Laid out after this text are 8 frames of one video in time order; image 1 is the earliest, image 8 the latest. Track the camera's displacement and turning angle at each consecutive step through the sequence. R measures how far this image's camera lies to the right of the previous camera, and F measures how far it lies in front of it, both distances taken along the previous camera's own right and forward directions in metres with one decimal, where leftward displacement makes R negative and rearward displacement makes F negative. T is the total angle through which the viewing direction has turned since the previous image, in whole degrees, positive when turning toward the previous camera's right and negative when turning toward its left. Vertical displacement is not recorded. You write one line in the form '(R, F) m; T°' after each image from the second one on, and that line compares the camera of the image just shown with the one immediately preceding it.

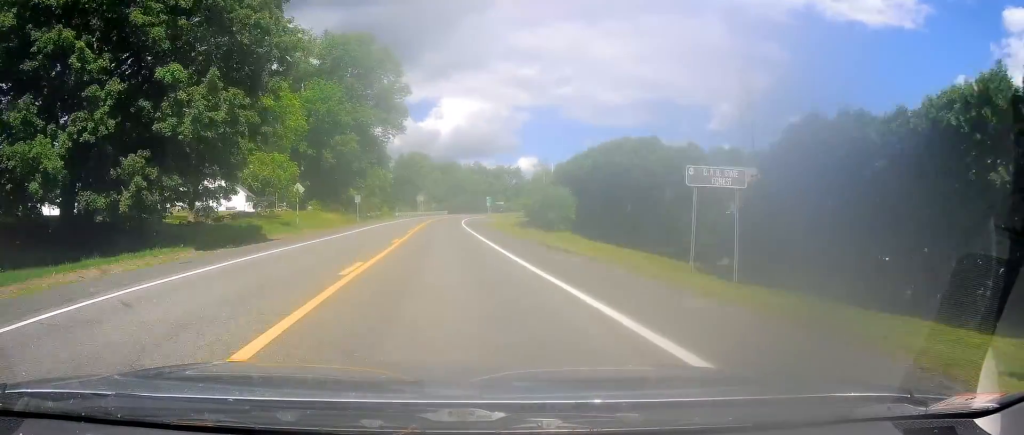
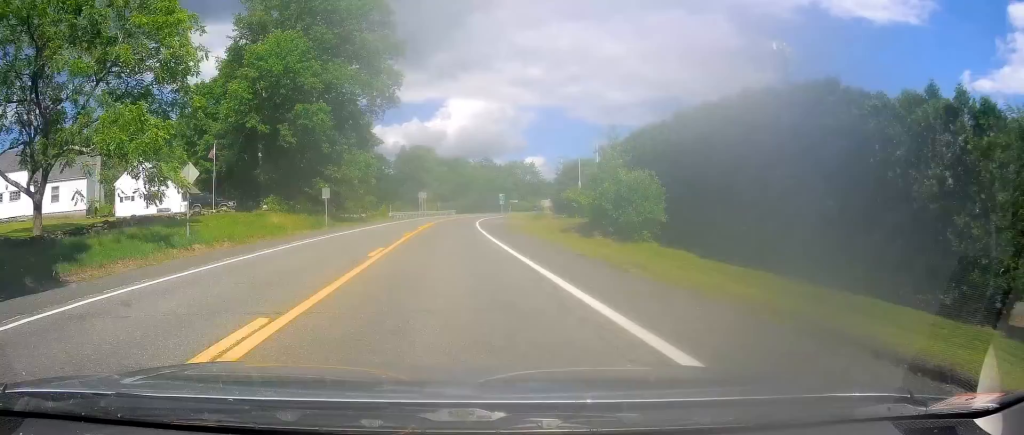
(-0.1, +20.6) m; 0°
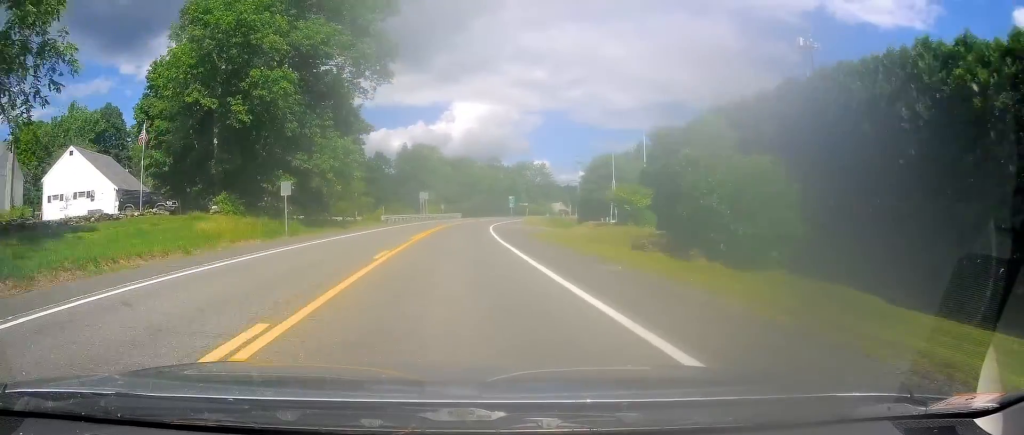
(0.0, +12.2) m; -1°
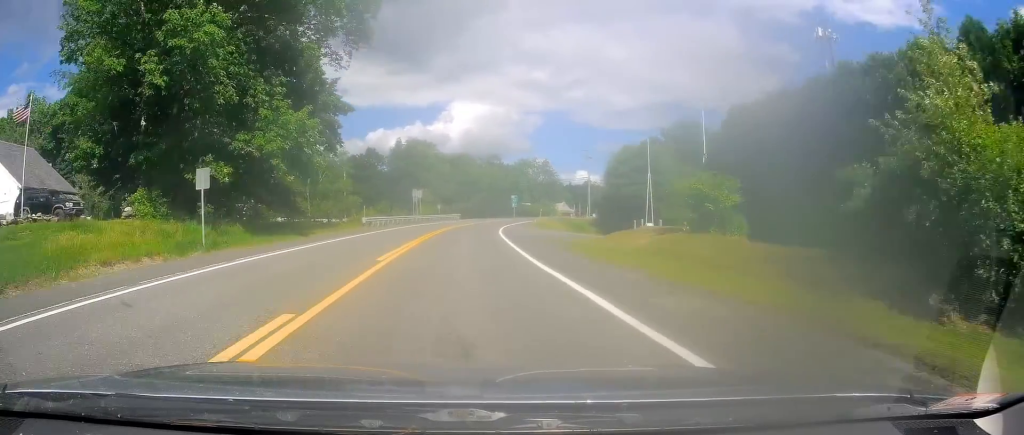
(-0.1, +12.1) m; 0°
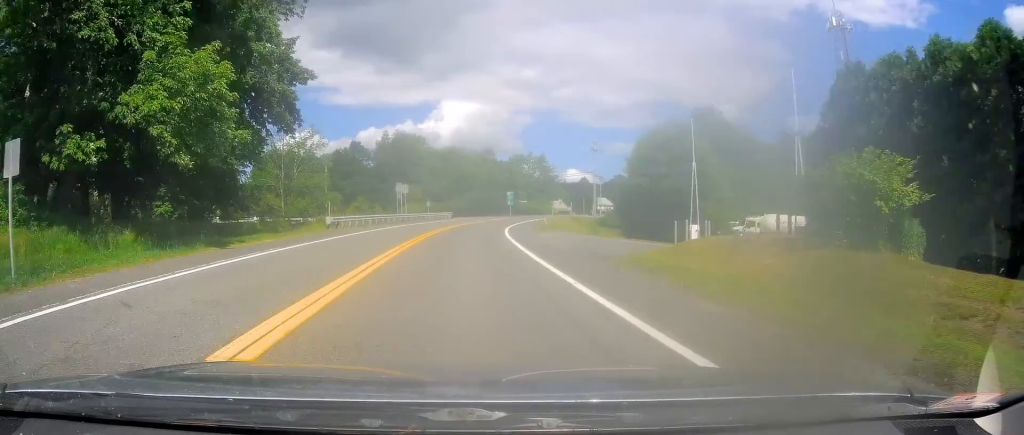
(-0.4, +10.8) m; +1°
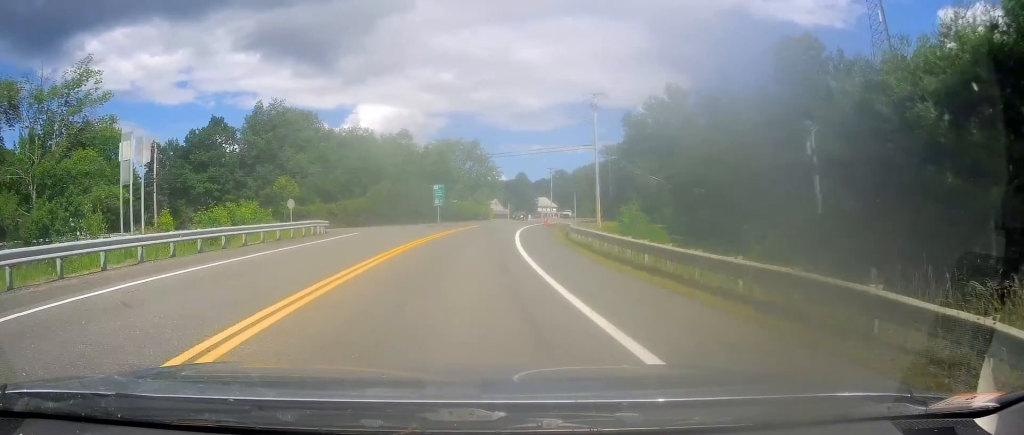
(+2.6, +43.3) m; +6°
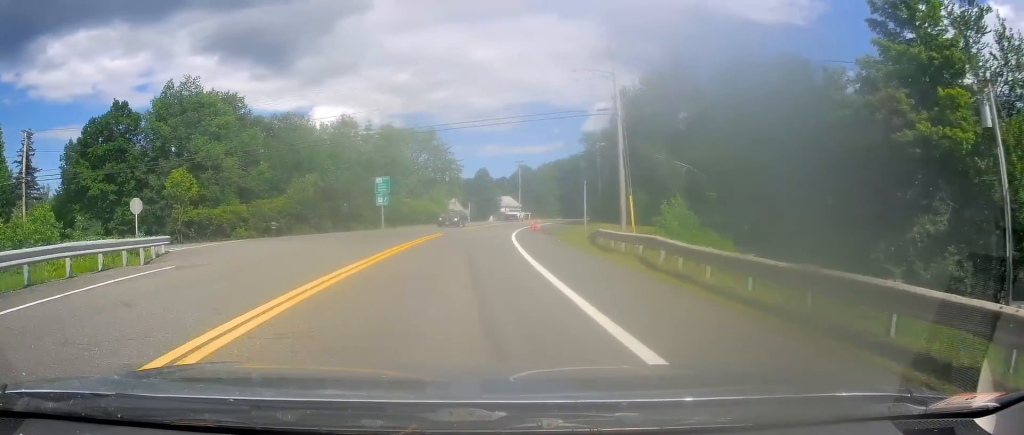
(+1.0, +20.2) m; +7°
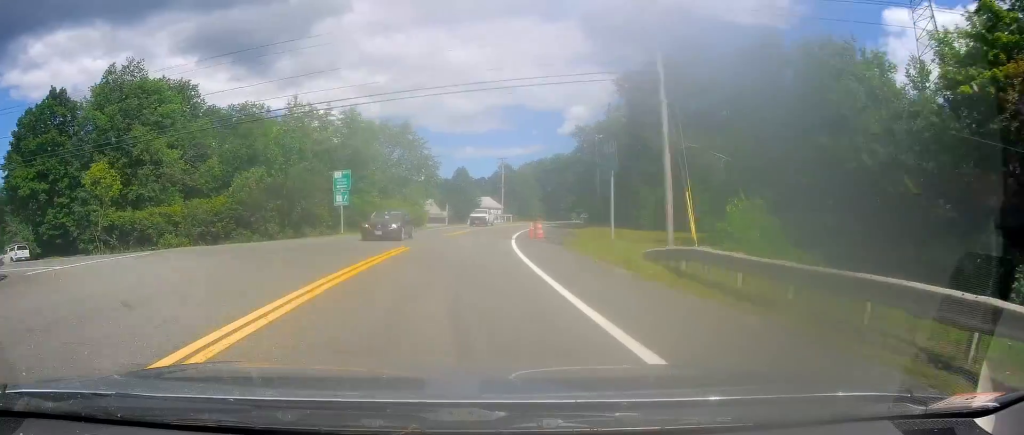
(+0.8, +10.7) m; +3°
